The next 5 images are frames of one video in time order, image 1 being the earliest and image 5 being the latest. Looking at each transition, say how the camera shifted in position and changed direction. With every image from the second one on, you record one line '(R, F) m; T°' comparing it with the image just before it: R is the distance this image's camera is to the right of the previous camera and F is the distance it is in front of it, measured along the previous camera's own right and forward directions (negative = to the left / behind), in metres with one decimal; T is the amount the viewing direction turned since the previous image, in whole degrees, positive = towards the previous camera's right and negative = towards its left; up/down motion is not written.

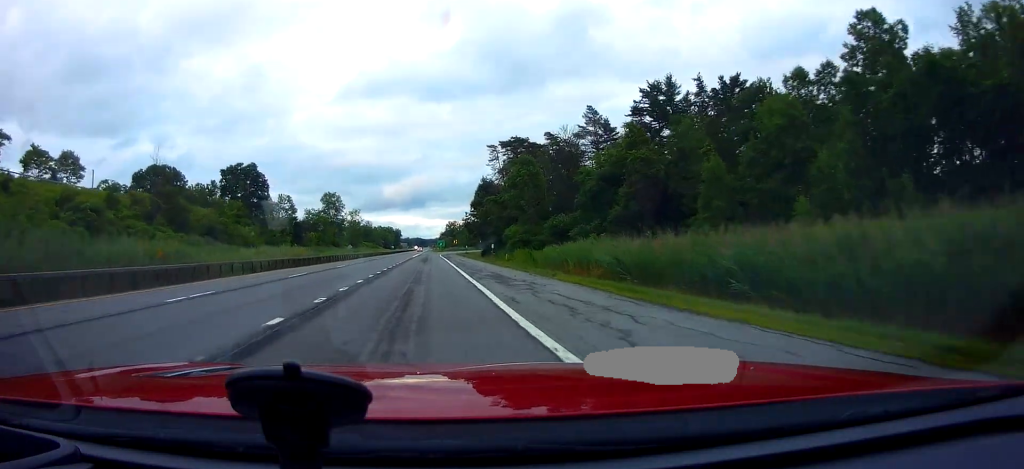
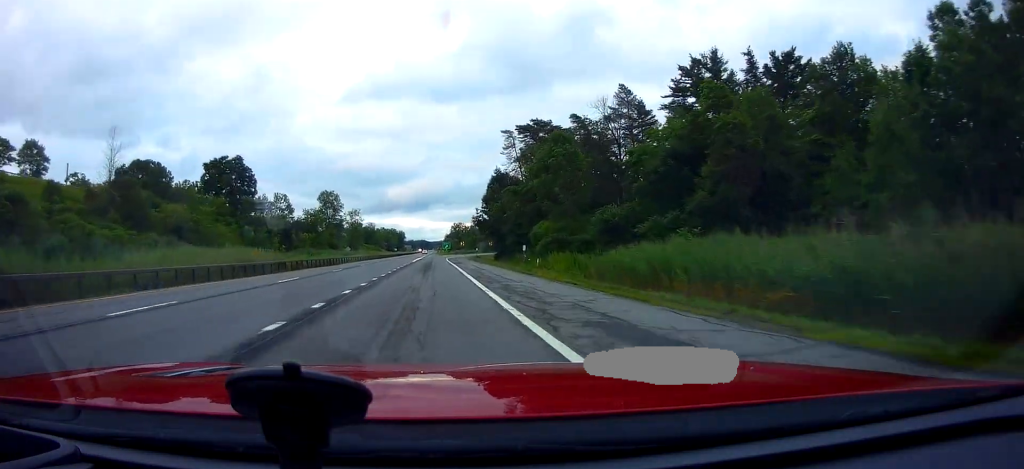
(+0.1, +15.0) m; +1°
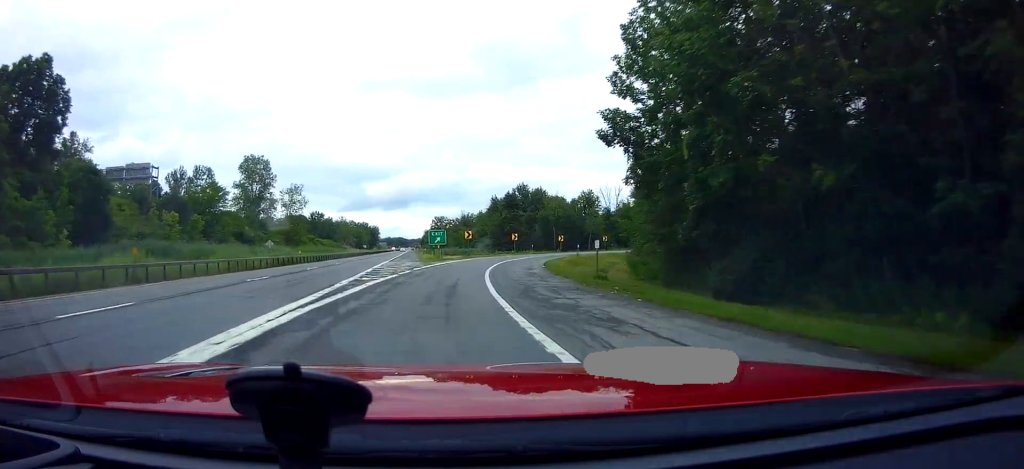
(+0.2, +73.3) m; +3°
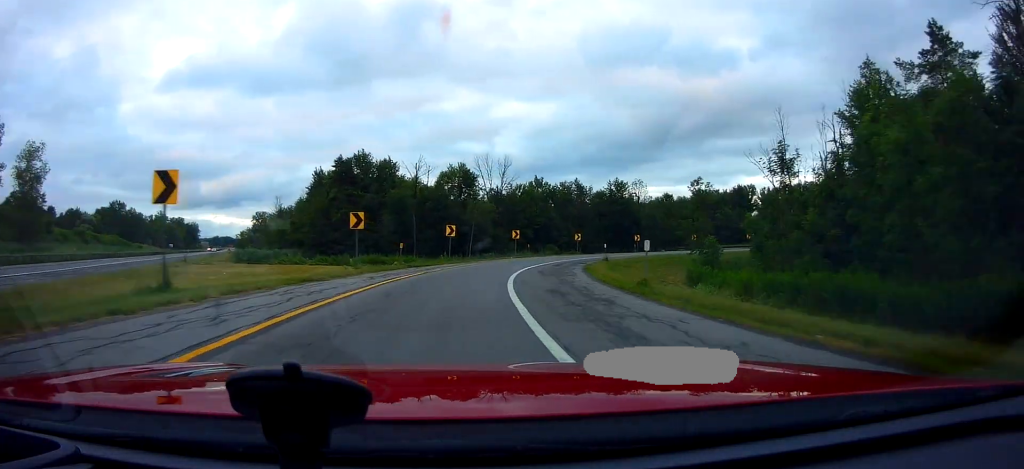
(+4.1, +55.9) m; +14°
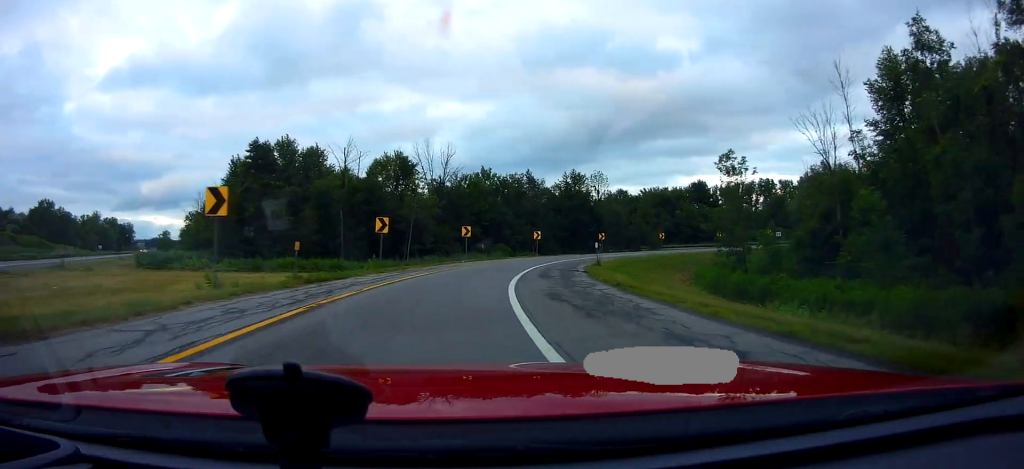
(+1.0, +13.9) m; +8°
